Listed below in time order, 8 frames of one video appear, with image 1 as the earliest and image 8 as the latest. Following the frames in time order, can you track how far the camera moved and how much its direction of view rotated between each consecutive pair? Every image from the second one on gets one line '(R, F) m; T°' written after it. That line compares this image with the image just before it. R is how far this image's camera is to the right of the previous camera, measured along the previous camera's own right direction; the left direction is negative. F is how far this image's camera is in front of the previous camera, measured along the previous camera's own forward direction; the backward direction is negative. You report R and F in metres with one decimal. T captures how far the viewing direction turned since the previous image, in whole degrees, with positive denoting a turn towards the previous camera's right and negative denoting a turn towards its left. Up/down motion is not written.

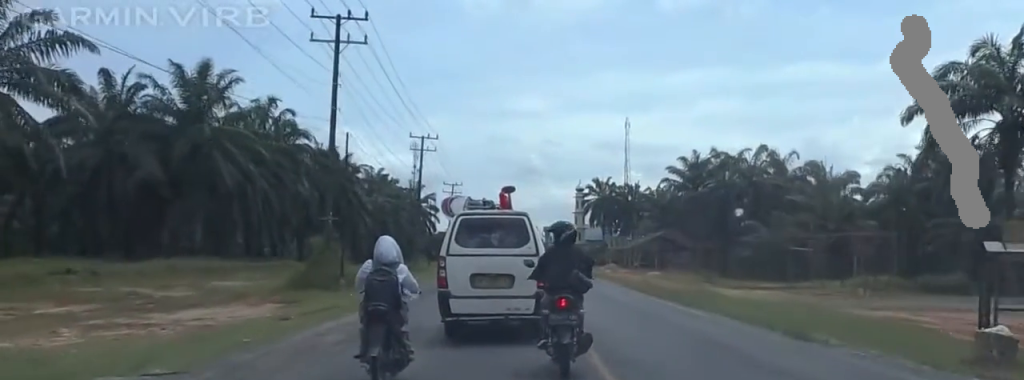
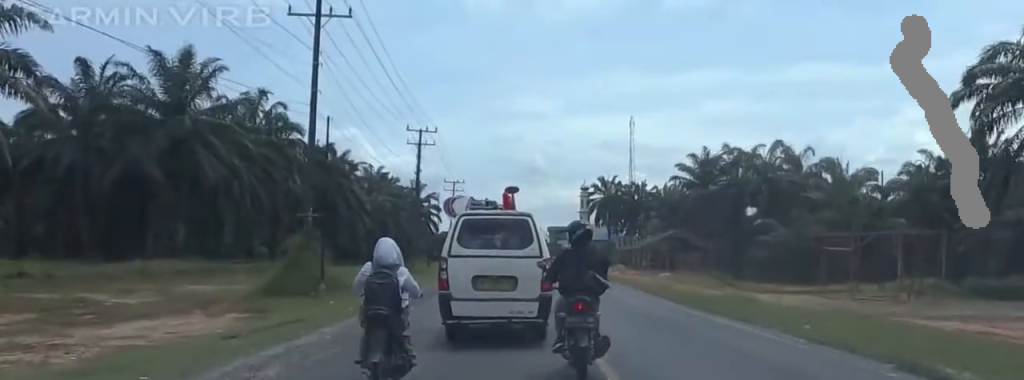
(+0.2, +4.3) m; 0°
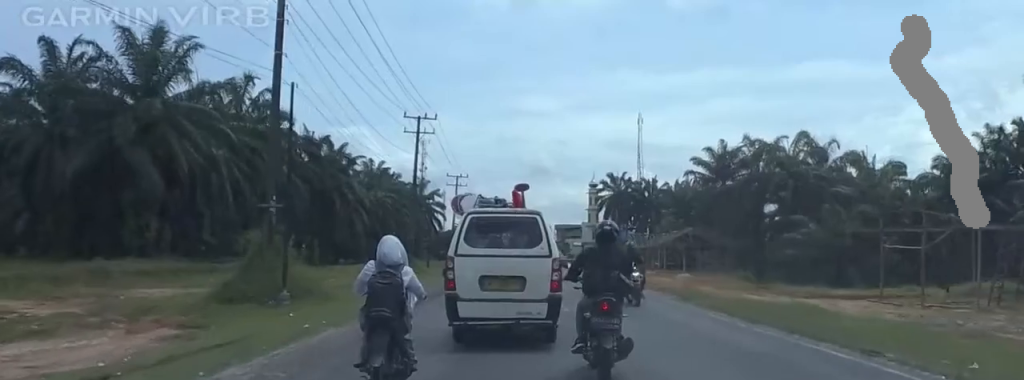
(+0.8, +5.9) m; 0°
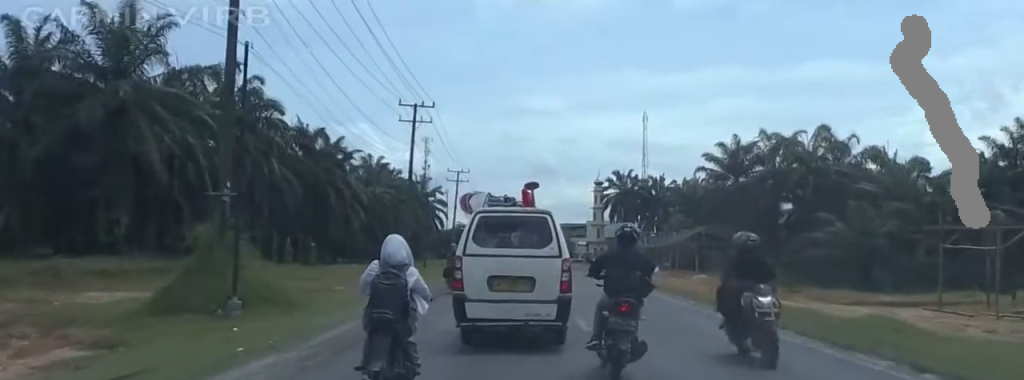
(-0.3, +4.7) m; 0°
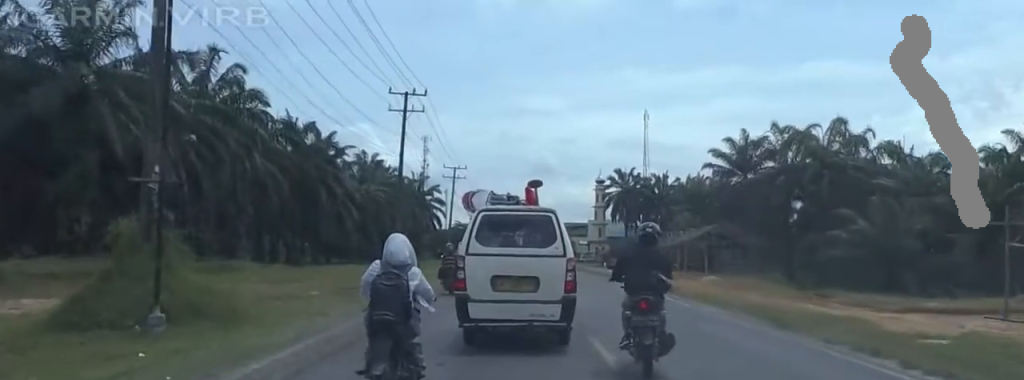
(-0.6, +4.3) m; 0°
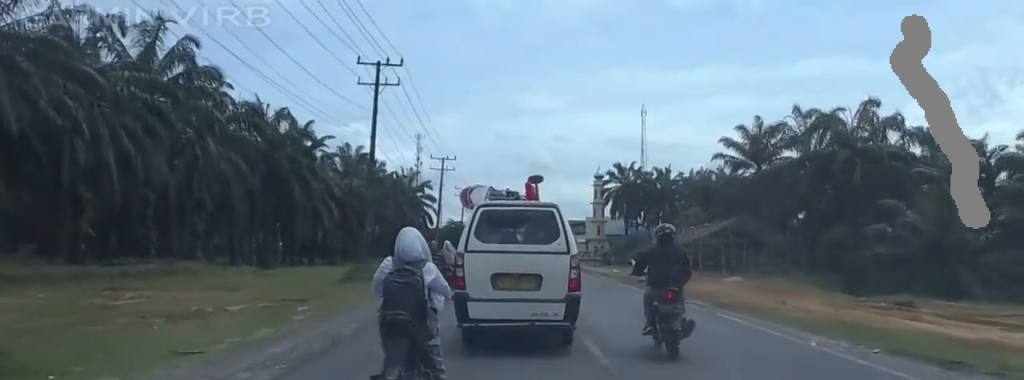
(+0.6, +8.4) m; +1°
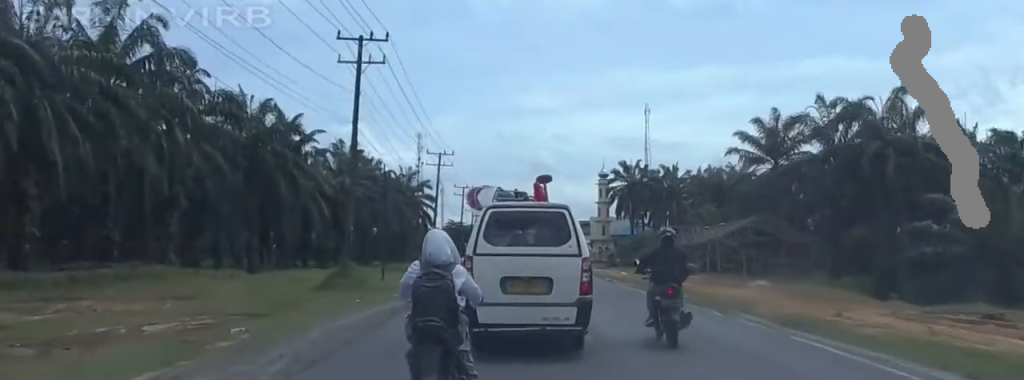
(+0.2, +5.7) m; +1°
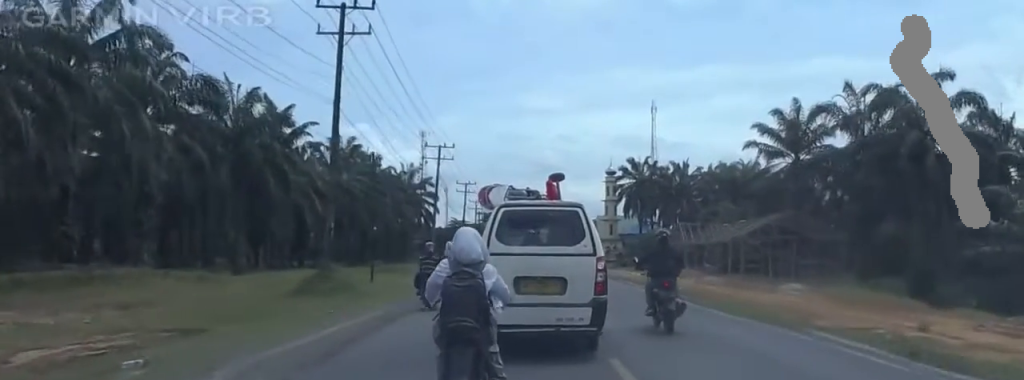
(-0.6, +5.4) m; 0°
